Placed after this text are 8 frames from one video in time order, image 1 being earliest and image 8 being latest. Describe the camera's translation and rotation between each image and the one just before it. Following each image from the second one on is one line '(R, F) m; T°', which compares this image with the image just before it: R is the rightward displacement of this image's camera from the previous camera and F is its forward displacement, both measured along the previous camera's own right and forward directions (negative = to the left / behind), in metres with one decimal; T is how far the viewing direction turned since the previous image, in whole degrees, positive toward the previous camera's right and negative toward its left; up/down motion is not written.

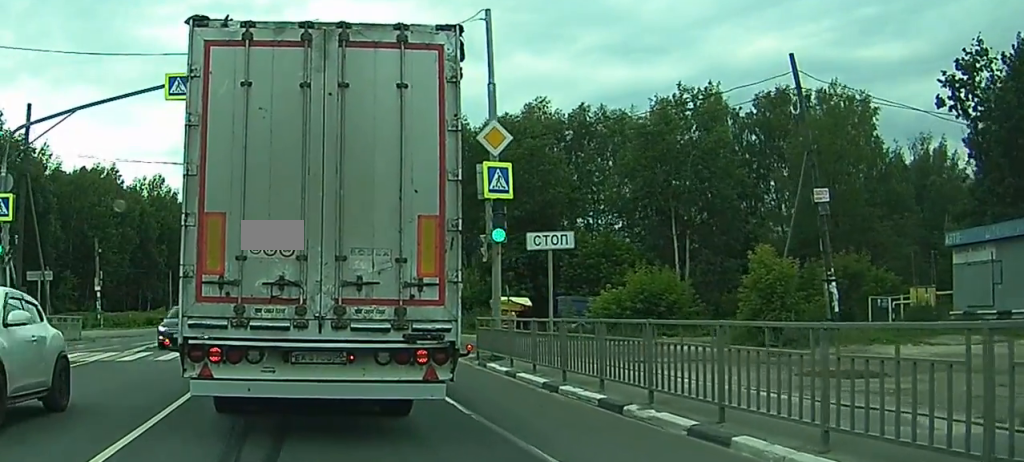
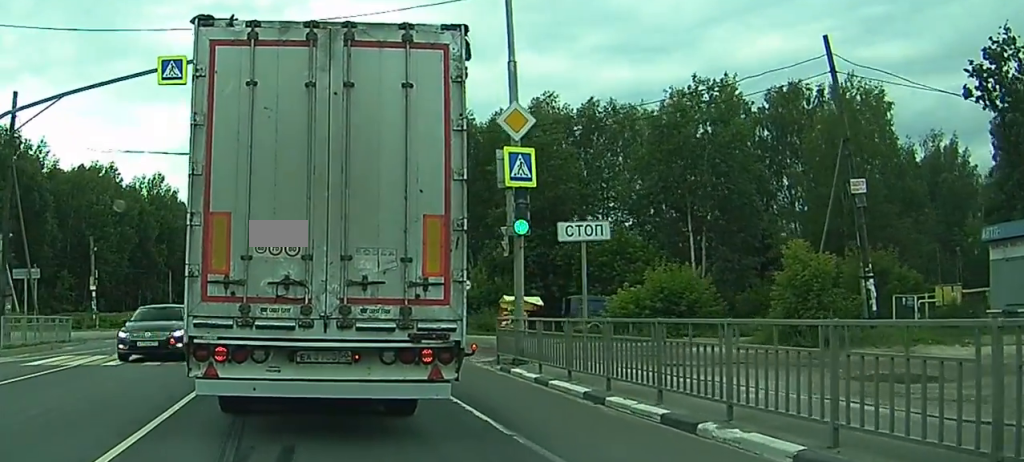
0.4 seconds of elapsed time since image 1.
(0.0, +1.4) m; 0°
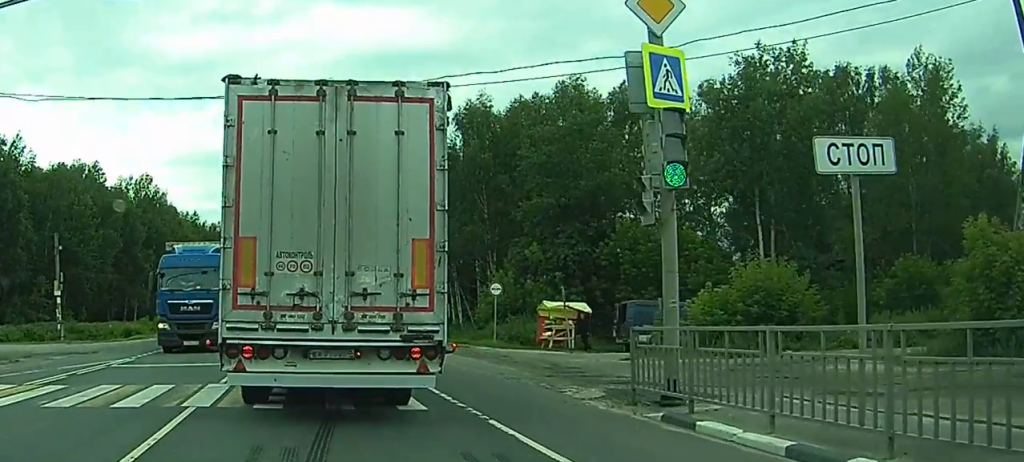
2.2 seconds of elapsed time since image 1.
(-0.2, +6.9) m; -4°
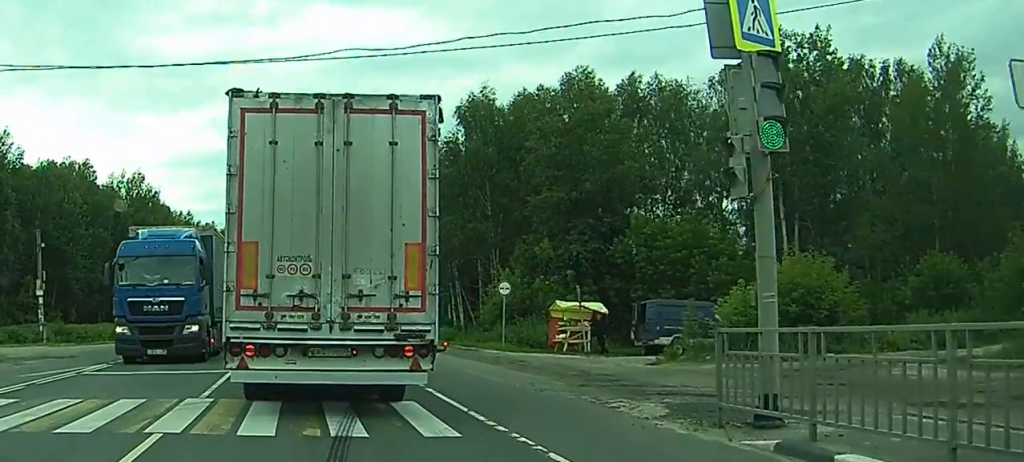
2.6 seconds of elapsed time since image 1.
(0.0, +2.1) m; -1°
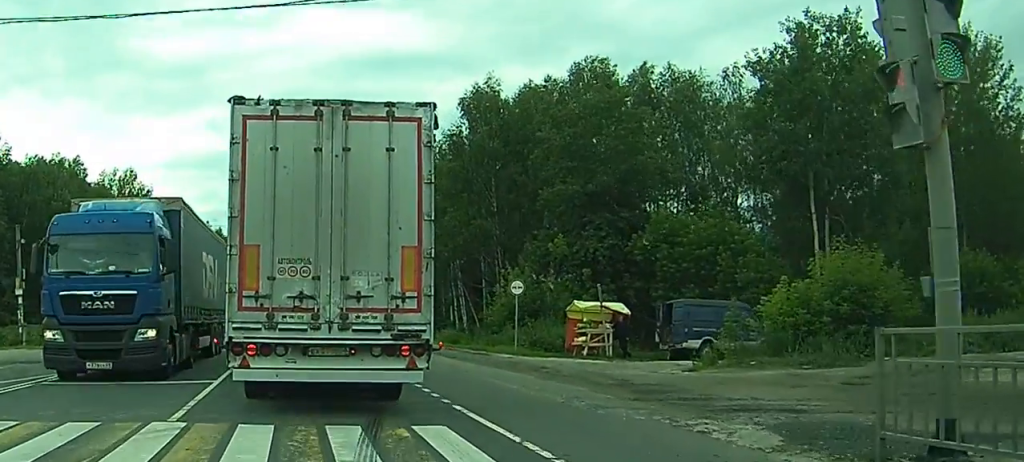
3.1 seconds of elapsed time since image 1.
(-0.1, +2.3) m; 0°
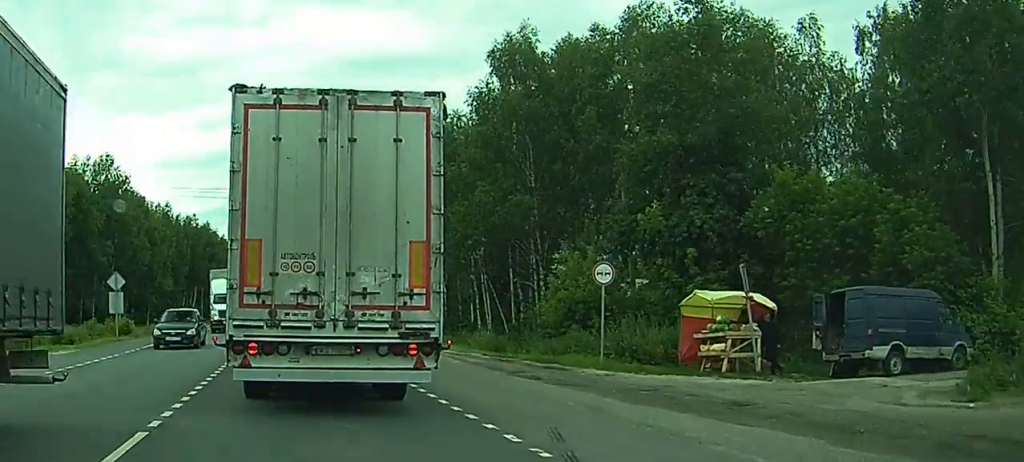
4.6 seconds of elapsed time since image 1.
(0.0, +8.8) m; -1°
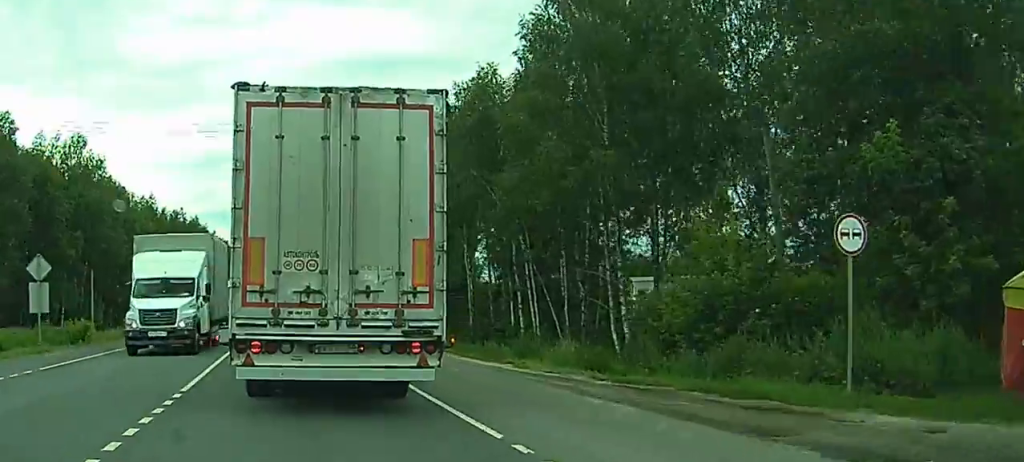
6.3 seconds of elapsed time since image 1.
(-0.2, +12.4) m; -2°
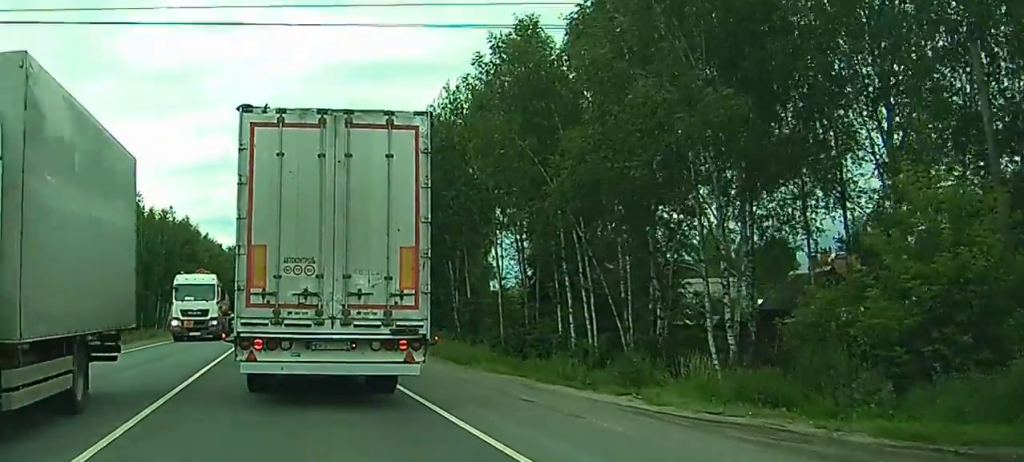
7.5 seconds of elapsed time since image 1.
(-0.2, +10.9) m; +1°
